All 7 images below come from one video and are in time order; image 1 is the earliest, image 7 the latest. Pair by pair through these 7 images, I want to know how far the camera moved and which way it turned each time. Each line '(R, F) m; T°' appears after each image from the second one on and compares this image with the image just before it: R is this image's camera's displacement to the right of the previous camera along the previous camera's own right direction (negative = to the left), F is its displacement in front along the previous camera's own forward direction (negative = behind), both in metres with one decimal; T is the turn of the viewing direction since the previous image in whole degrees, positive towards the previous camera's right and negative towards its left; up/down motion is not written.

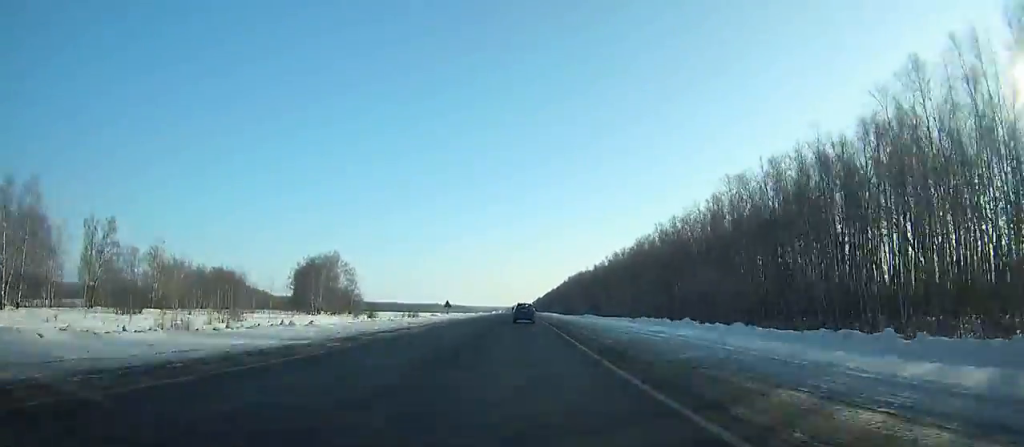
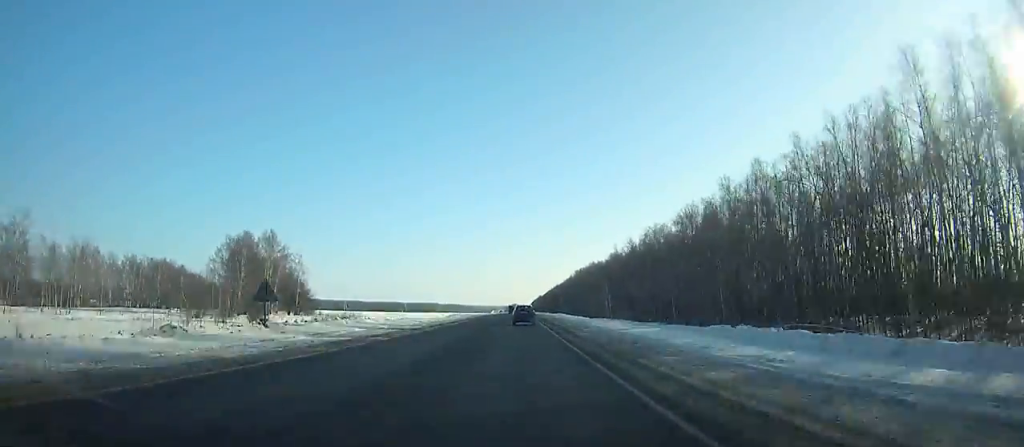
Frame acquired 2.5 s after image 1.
(+0.4, +58.8) m; 0°
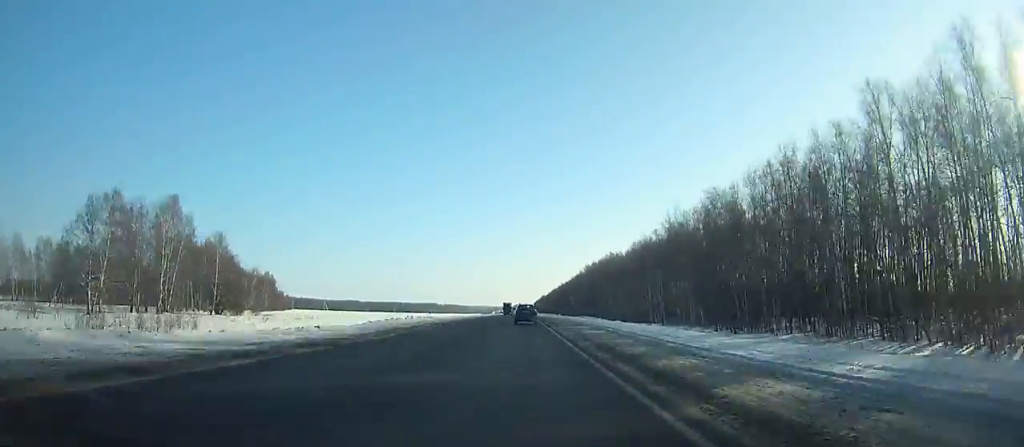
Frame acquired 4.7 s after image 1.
(0.0, +51.6) m; 0°
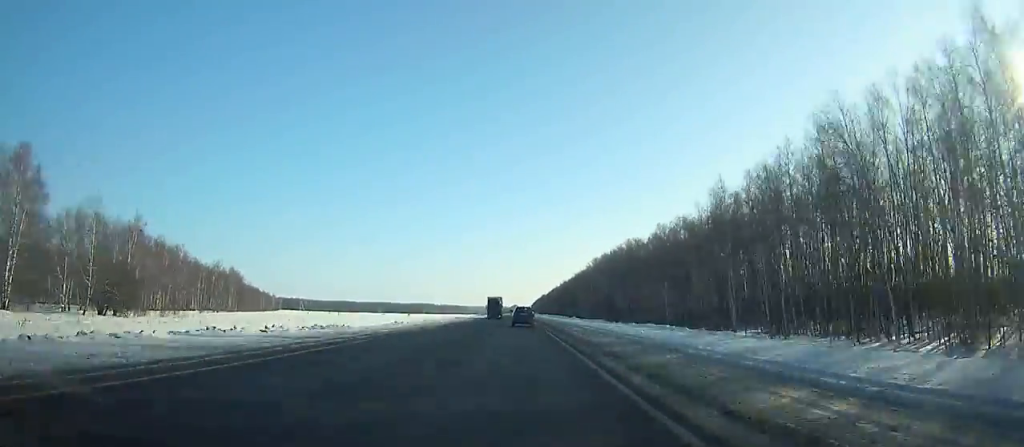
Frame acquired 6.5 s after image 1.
(0.0, +42.1) m; 0°
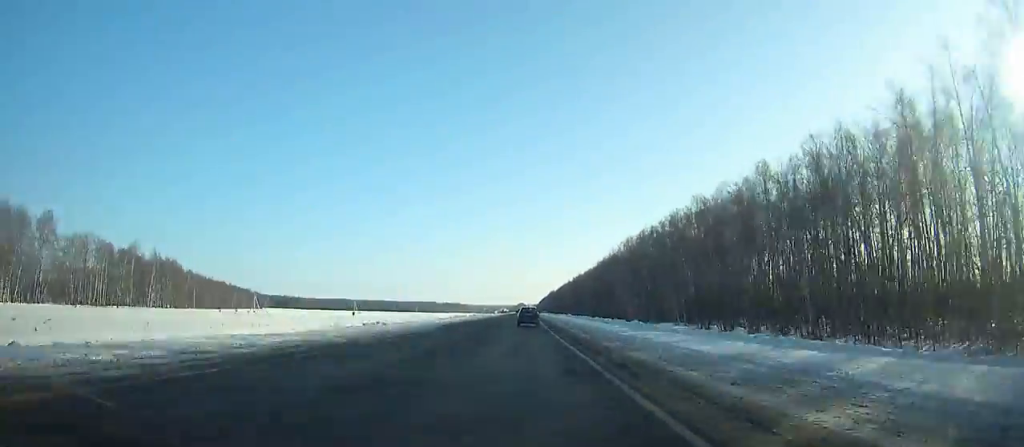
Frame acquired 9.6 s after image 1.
(-0.2, +72.6) m; 0°
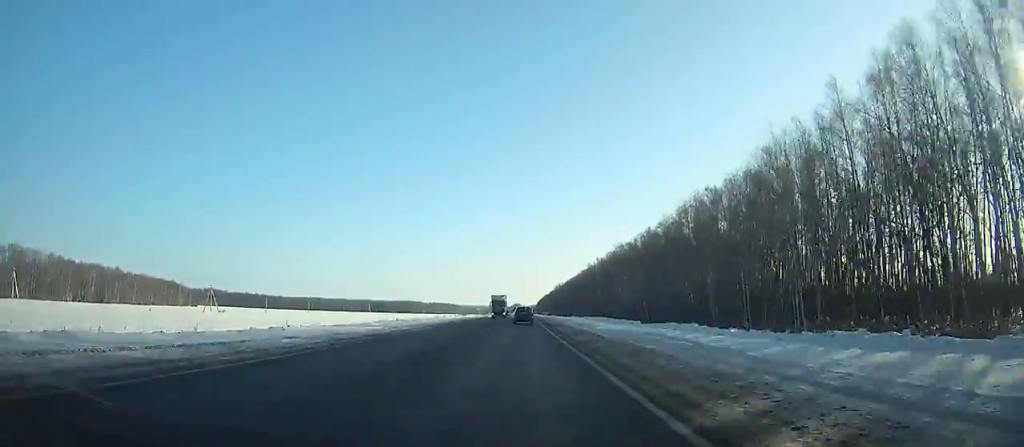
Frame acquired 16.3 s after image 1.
(+0.4, +157.3) m; 0°
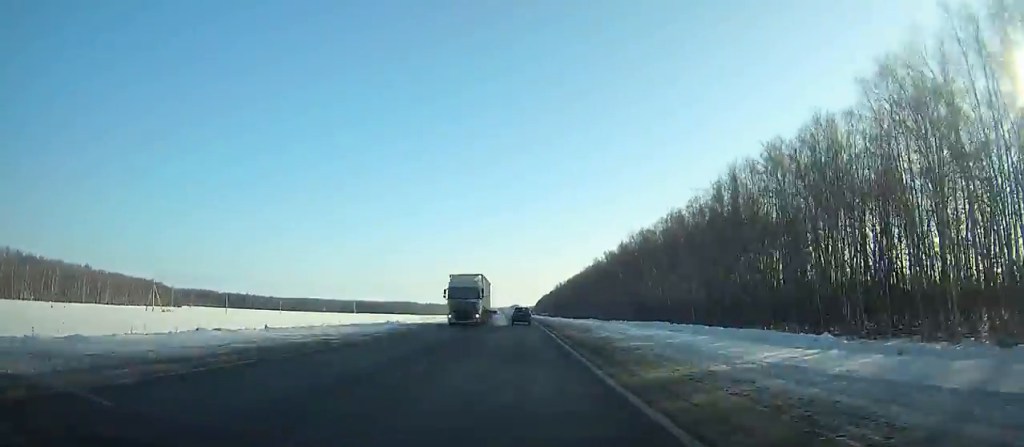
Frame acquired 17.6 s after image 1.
(0.0, +30.8) m; 0°
